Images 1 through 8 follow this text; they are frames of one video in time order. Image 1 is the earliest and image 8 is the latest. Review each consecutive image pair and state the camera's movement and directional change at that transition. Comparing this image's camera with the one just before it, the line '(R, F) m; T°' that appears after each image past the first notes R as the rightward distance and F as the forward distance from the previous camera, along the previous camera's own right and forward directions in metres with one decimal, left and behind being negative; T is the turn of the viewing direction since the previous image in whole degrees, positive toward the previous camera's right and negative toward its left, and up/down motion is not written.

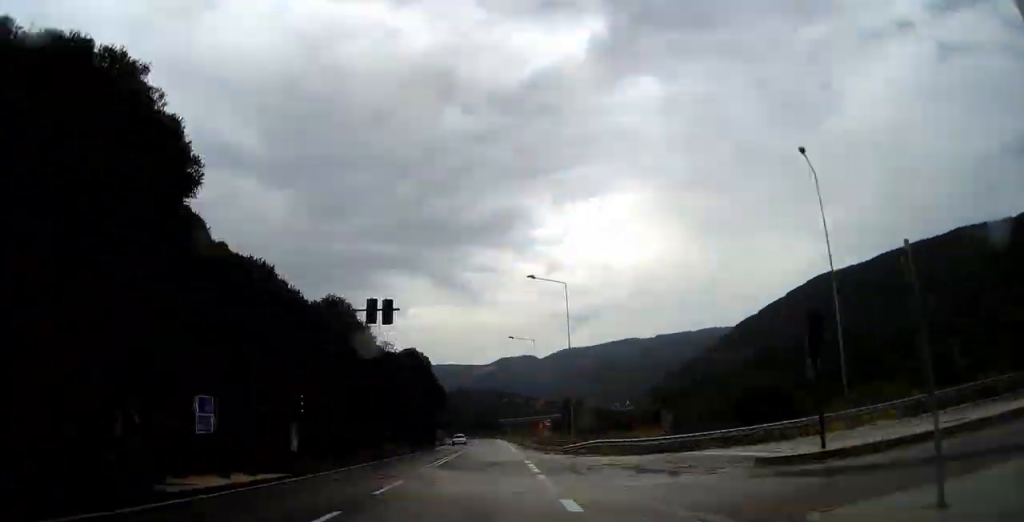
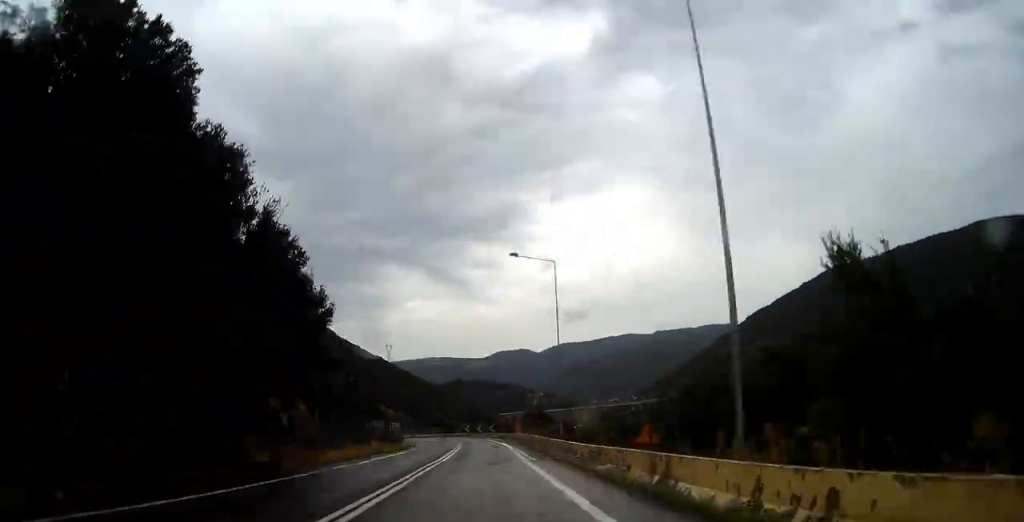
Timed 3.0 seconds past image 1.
(-0.5, +59.0) m; -5°
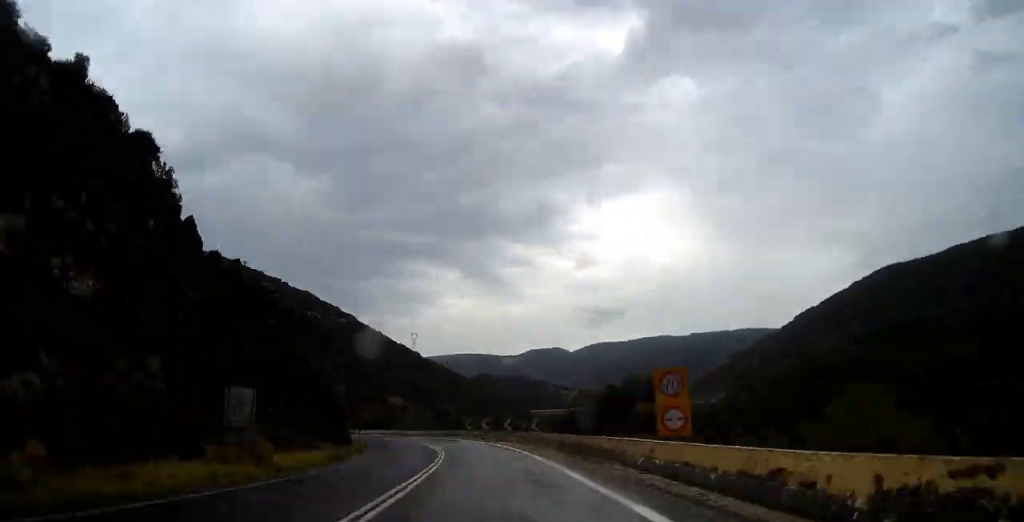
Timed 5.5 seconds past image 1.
(+1.8, +48.7) m; -8°
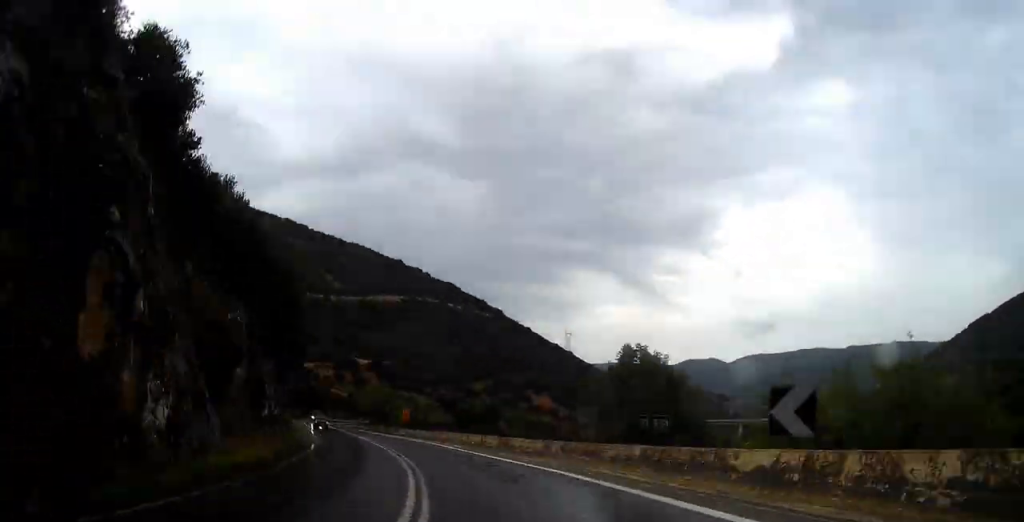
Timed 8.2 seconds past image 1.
(-5.8, +49.7) m; -5°
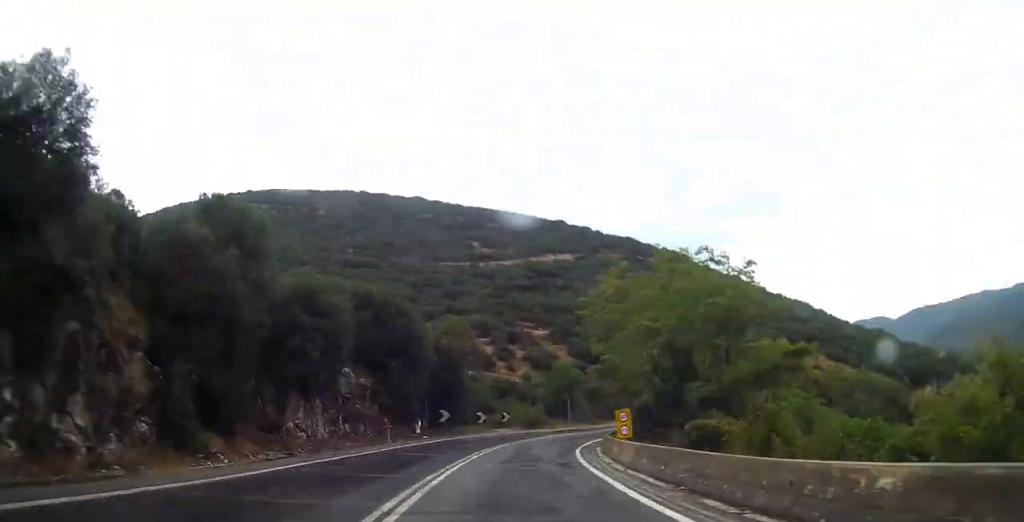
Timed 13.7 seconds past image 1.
(-10.1, +103.1) m; +8°
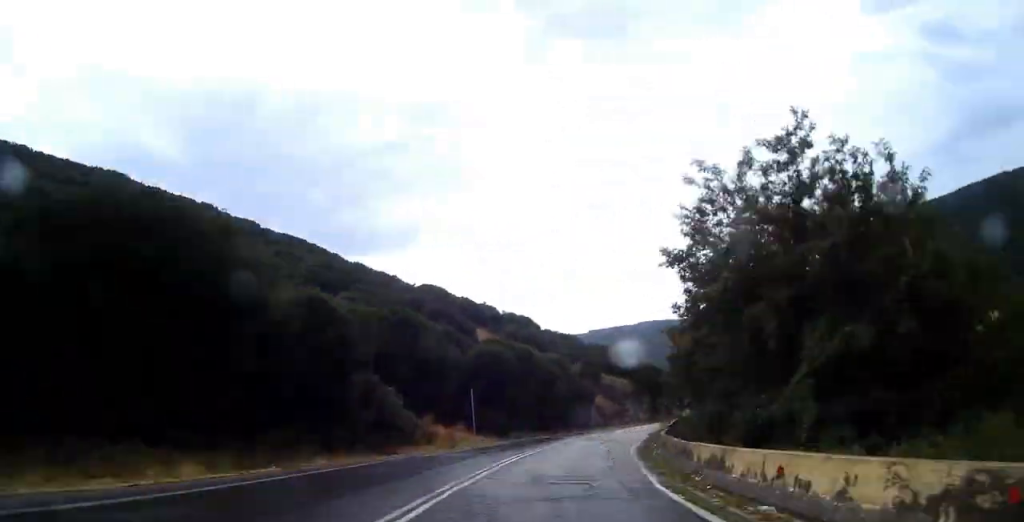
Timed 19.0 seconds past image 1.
(+22.4, +91.0) m; +28°
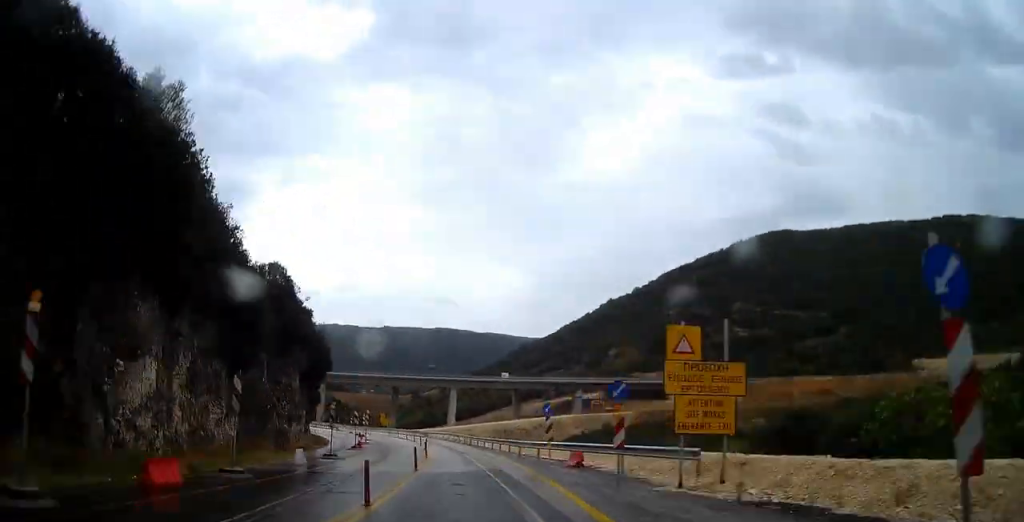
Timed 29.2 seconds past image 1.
(+40.1, +181.4) m; +6°
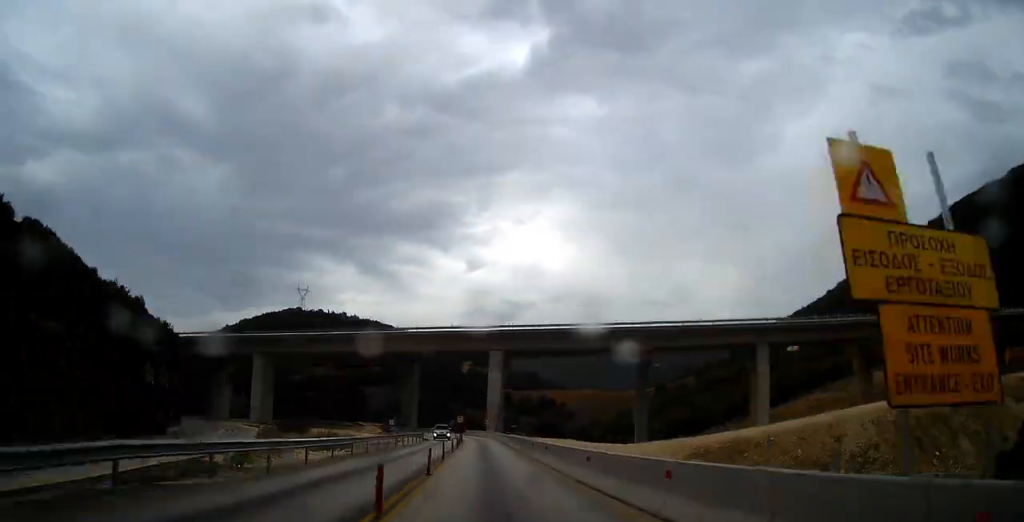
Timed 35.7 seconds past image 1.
(-15.3, +114.7) m; -18°
